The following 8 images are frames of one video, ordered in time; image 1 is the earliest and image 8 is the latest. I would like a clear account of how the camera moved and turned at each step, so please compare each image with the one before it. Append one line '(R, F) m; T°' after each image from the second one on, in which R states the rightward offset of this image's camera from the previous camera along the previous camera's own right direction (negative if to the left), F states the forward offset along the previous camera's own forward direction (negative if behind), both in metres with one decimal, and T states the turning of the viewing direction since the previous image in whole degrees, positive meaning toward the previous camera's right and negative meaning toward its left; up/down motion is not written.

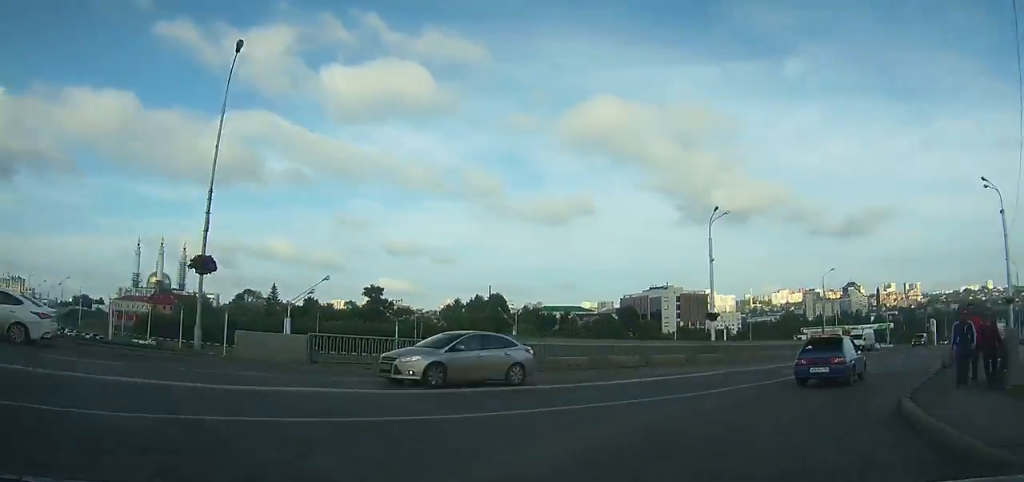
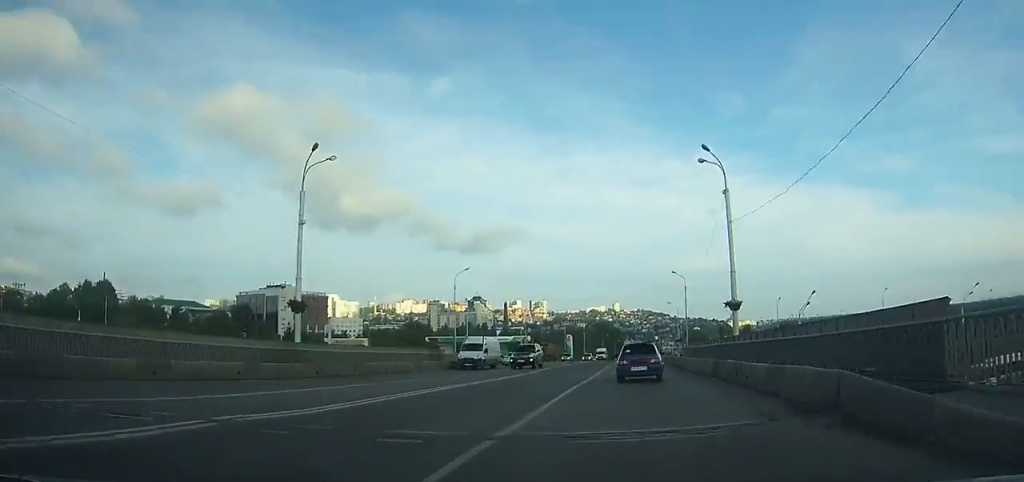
(+6.7, +16.3) m; +21°
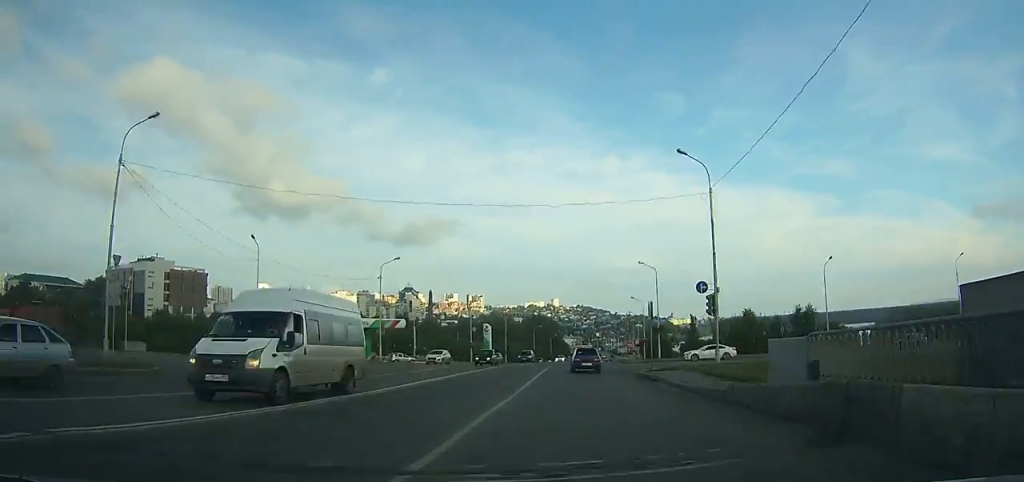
(+14.4, +48.1) m; +20°
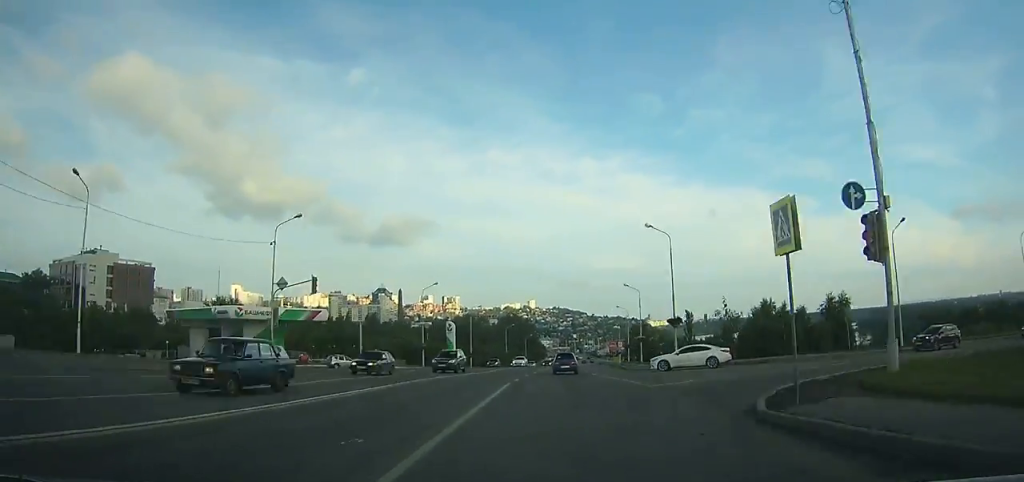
(0.0, +20.5) m; +1°
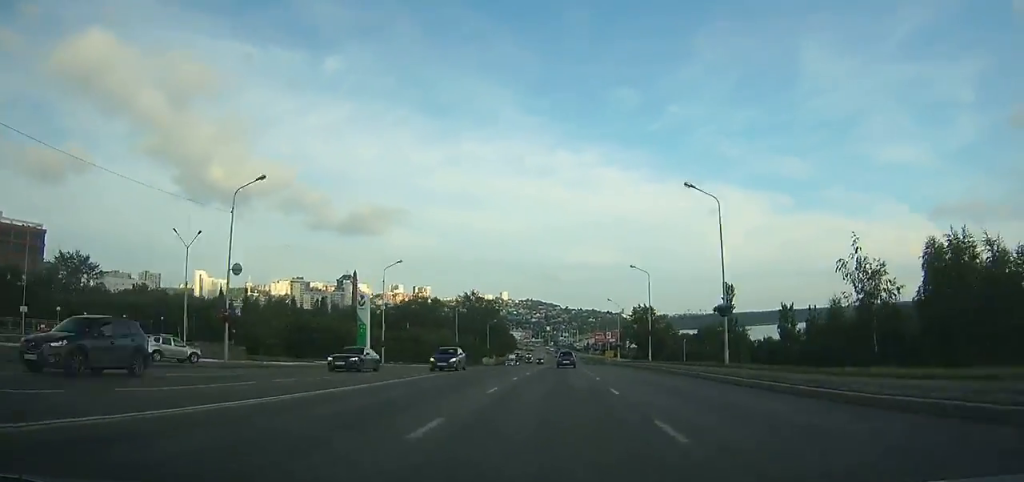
(+0.4, +44.0) m; +2°
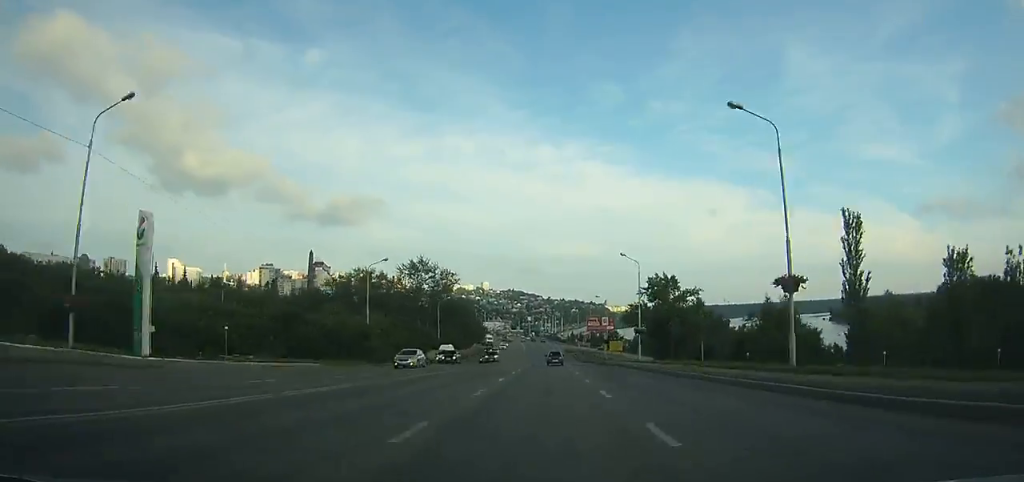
(+0.5, +40.3) m; +1°
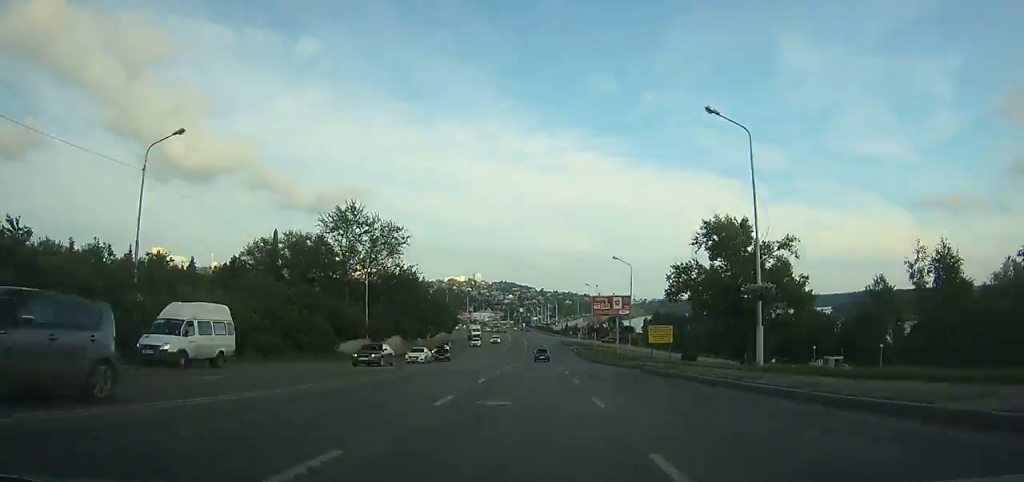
(+0.3, +36.1) m; 0°
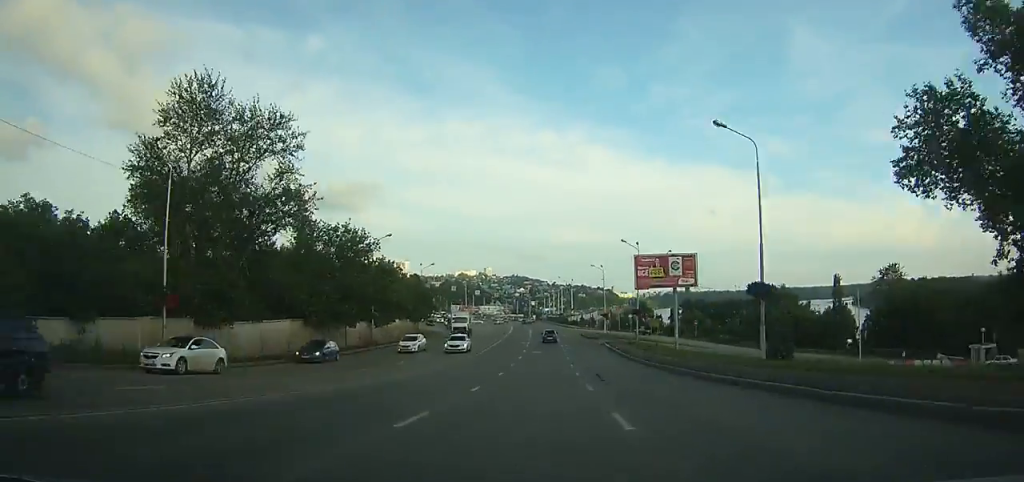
(-0.1, +35.4) m; 0°
